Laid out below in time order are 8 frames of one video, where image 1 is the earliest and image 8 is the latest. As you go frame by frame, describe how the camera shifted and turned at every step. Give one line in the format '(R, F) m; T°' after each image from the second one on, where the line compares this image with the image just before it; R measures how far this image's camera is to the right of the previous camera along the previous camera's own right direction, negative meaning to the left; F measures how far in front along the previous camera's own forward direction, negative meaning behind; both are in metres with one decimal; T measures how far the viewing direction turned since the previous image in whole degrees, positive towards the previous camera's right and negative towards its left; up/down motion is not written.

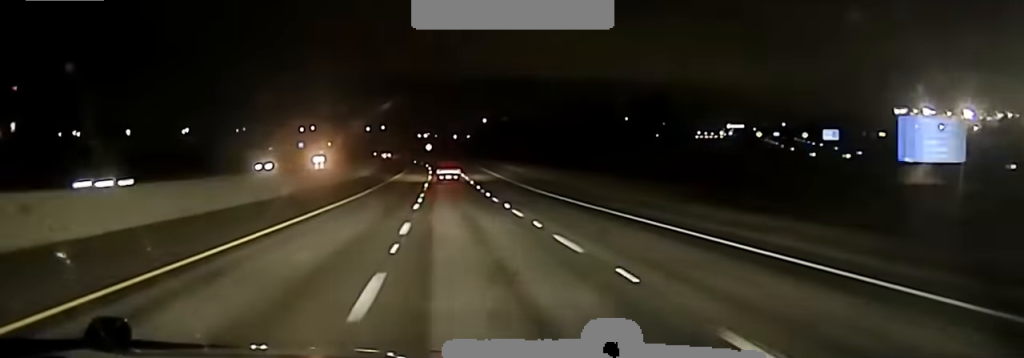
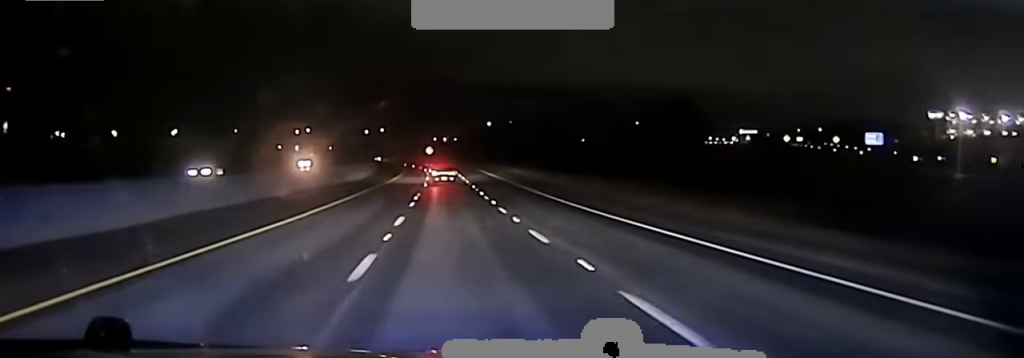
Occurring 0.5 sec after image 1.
(+0.1, +23.8) m; 0°
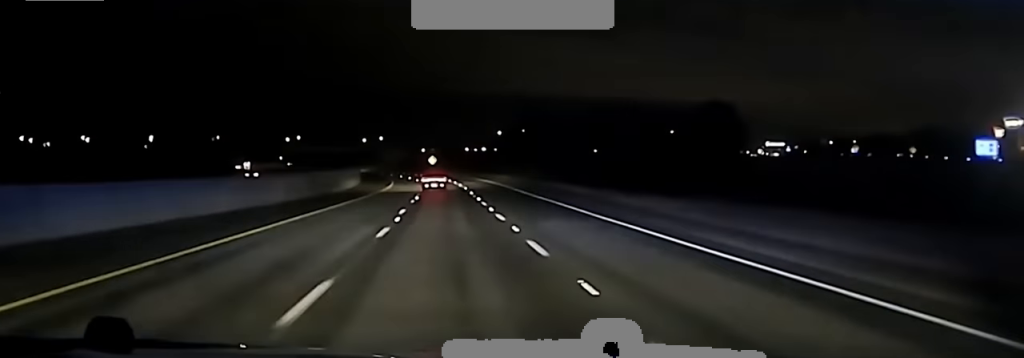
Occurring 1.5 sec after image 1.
(-0.1, +39.9) m; 0°
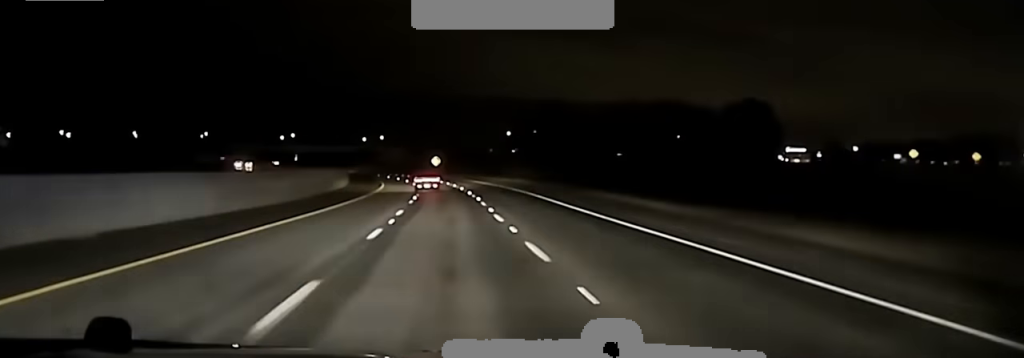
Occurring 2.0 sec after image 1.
(0.0, +22.0) m; +1°
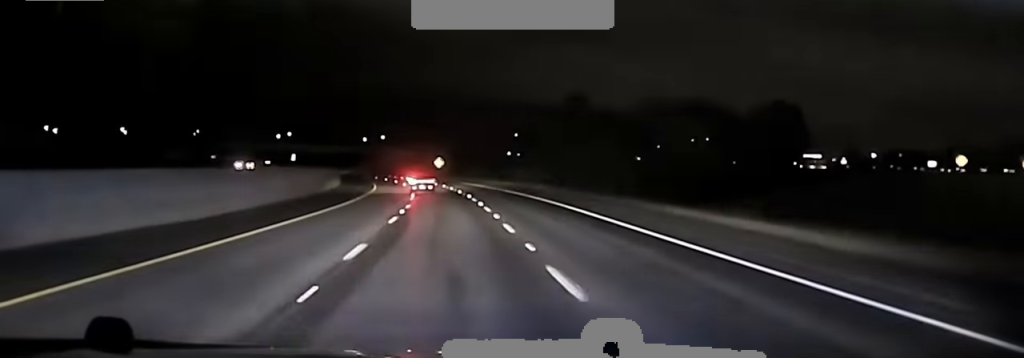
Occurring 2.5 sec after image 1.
(-0.3, +17.0) m; +1°
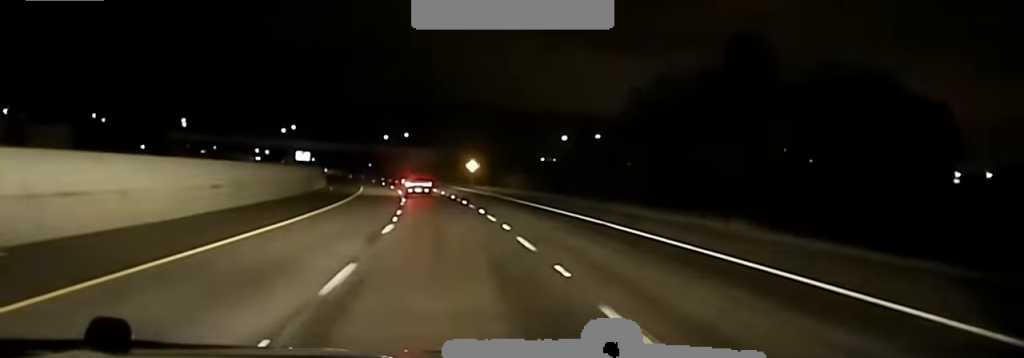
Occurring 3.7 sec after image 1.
(+1.5, +52.0) m; 0°
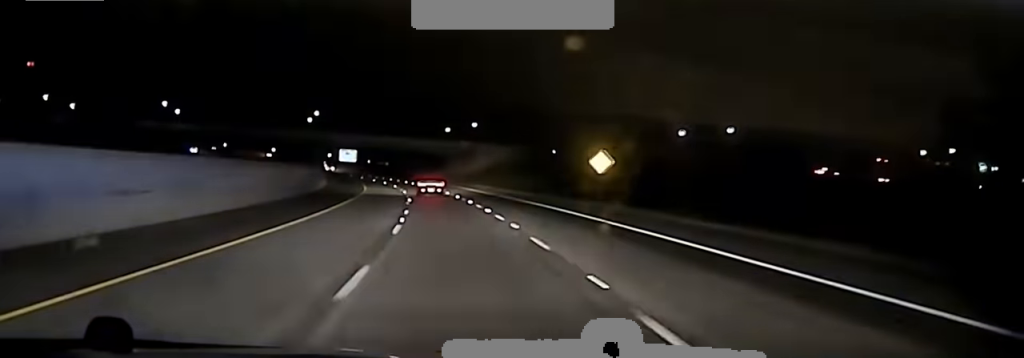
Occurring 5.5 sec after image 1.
(-5.0, +74.5) m; -9°
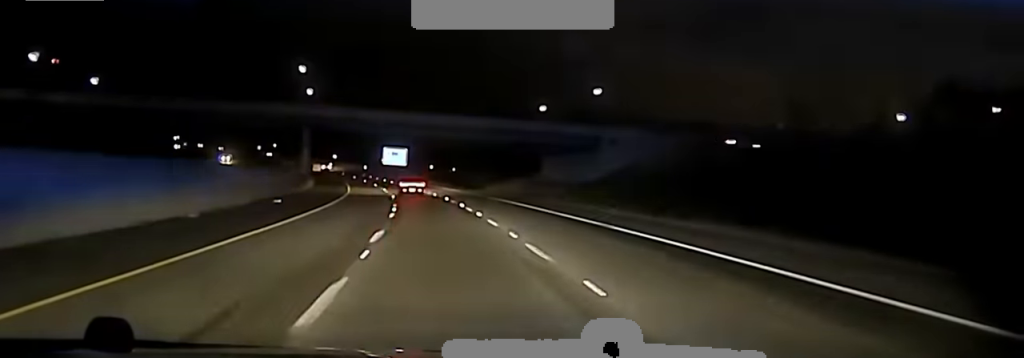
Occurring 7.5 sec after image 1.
(-4.1, +89.6) m; -4°
